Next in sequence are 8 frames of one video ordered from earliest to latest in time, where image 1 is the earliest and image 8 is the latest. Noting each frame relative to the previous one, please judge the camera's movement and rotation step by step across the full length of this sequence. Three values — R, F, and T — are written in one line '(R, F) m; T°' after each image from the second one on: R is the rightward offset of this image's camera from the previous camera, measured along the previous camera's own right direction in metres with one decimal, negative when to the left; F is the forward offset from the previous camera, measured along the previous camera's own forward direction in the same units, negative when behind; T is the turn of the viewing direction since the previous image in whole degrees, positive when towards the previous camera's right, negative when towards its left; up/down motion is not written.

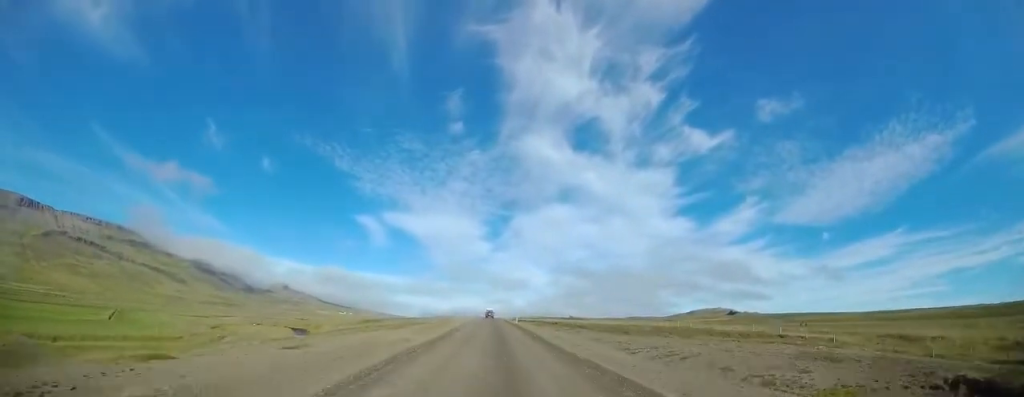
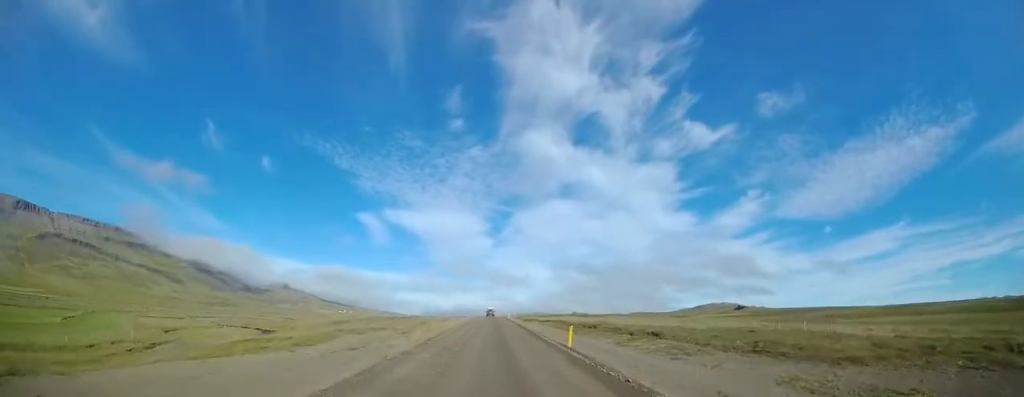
(-0.3, +32.1) m; +1°
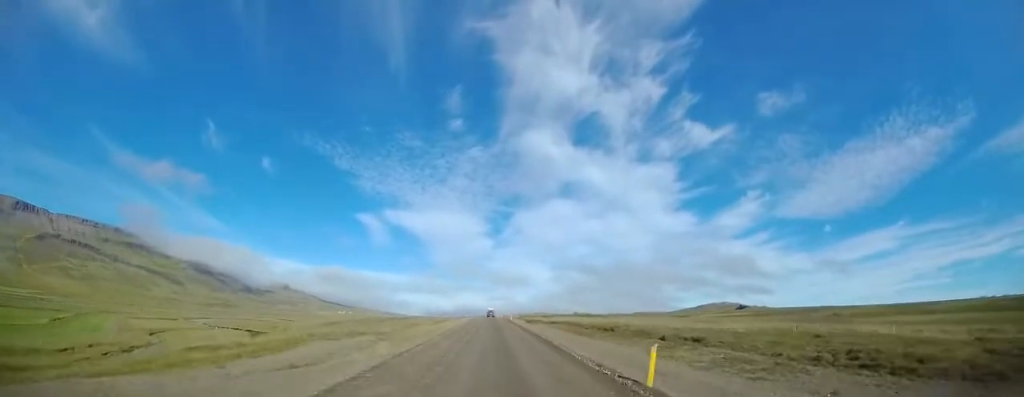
(0.0, +8.0) m; +1°
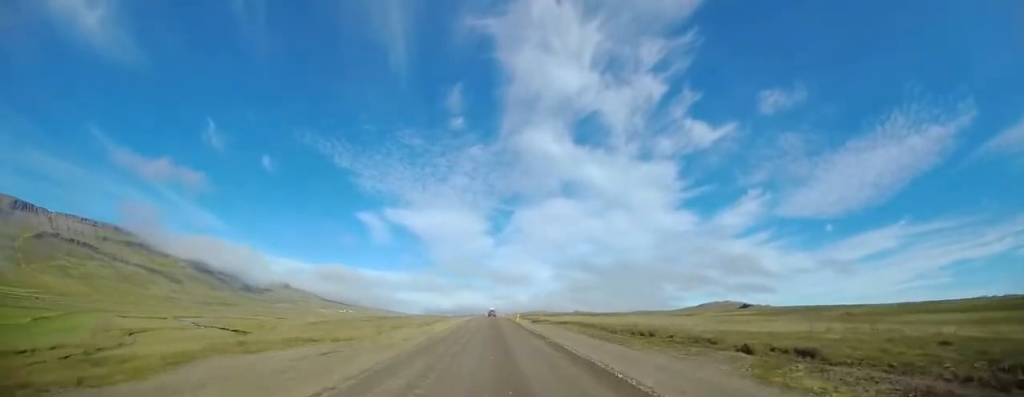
(+0.2, +11.9) m; 0°
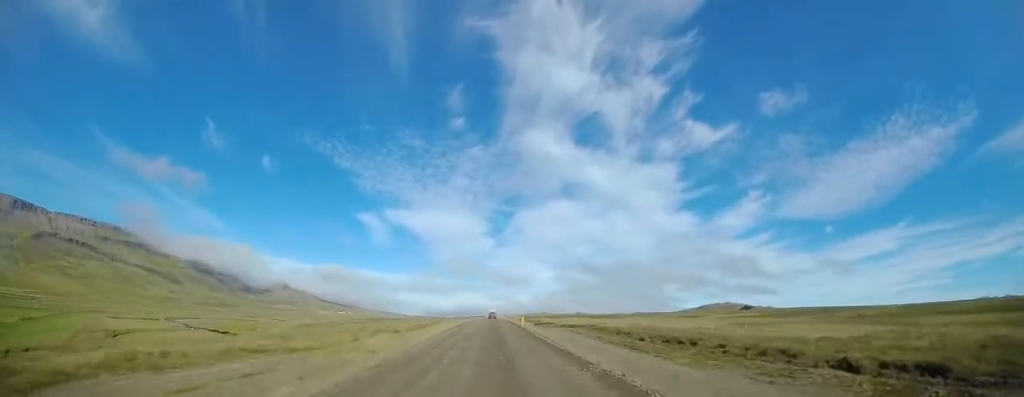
(0.0, +7.9) m; 0°
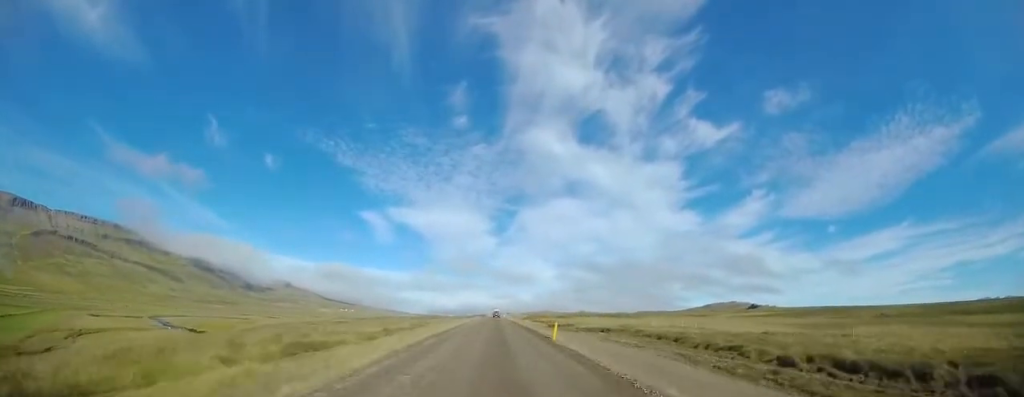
(-0.1, +18.5) m; +1°
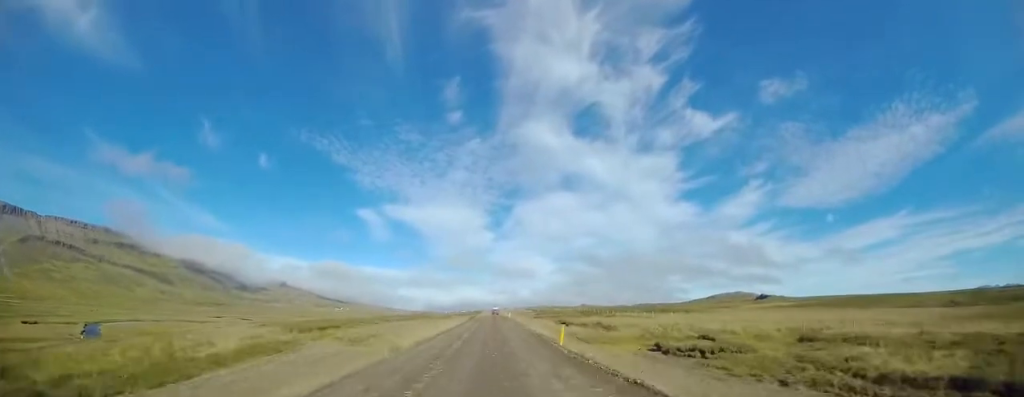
(-0.4, +51.8) m; -1°
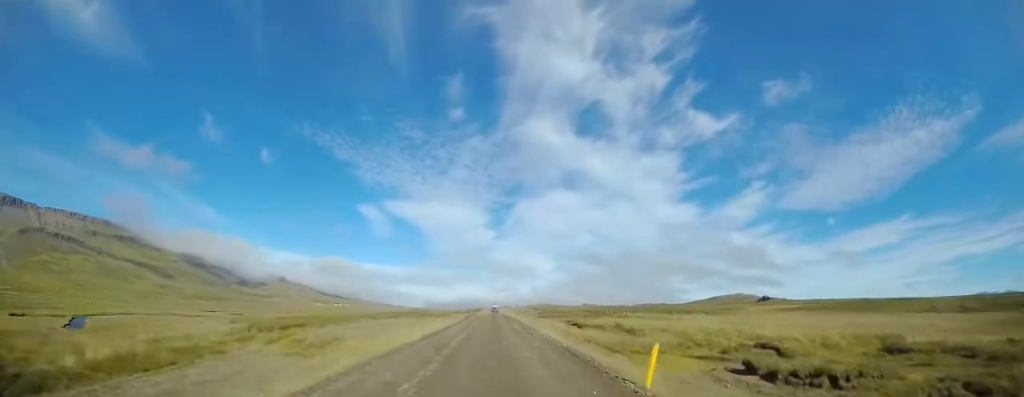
(0.0, +9.6) m; 0°
